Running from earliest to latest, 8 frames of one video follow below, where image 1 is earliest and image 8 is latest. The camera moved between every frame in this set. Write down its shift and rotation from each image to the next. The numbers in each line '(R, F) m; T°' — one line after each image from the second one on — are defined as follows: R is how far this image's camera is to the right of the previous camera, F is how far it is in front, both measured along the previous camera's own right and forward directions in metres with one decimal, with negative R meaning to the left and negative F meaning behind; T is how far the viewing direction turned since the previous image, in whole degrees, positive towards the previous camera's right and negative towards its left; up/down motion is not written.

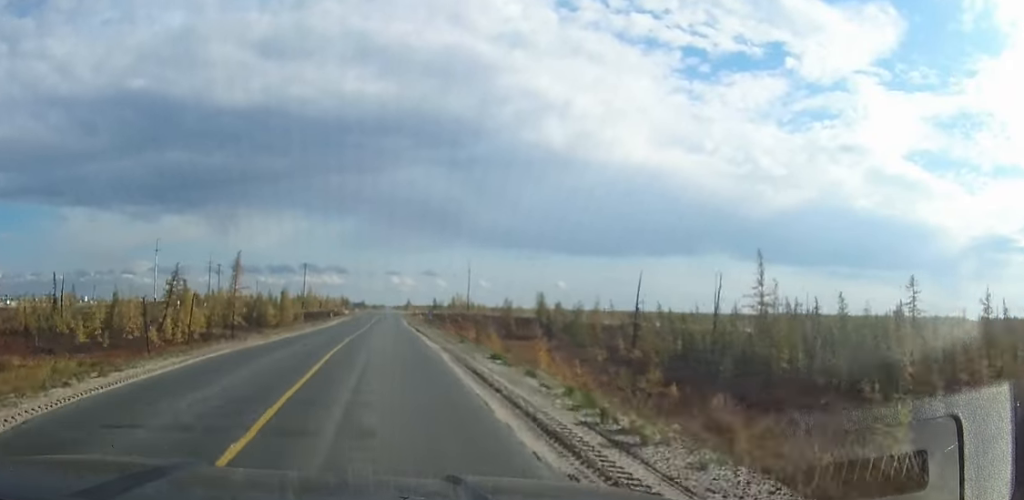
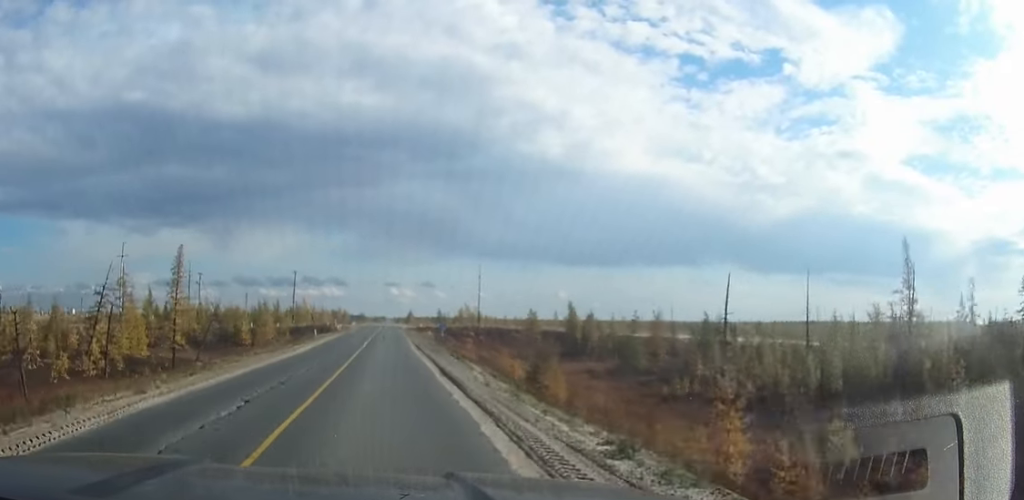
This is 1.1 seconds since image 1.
(0.0, +17.9) m; 0°
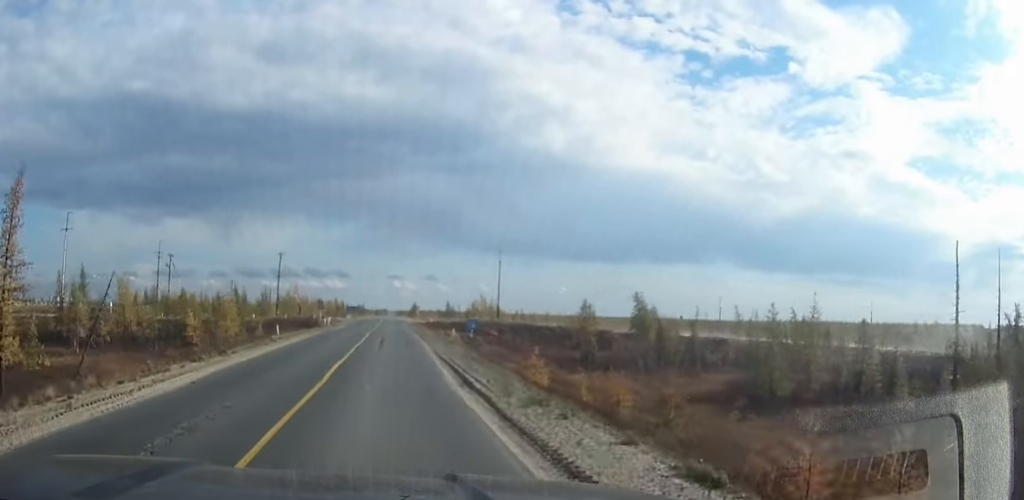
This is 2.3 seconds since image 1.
(0.0, +23.0) m; 0°
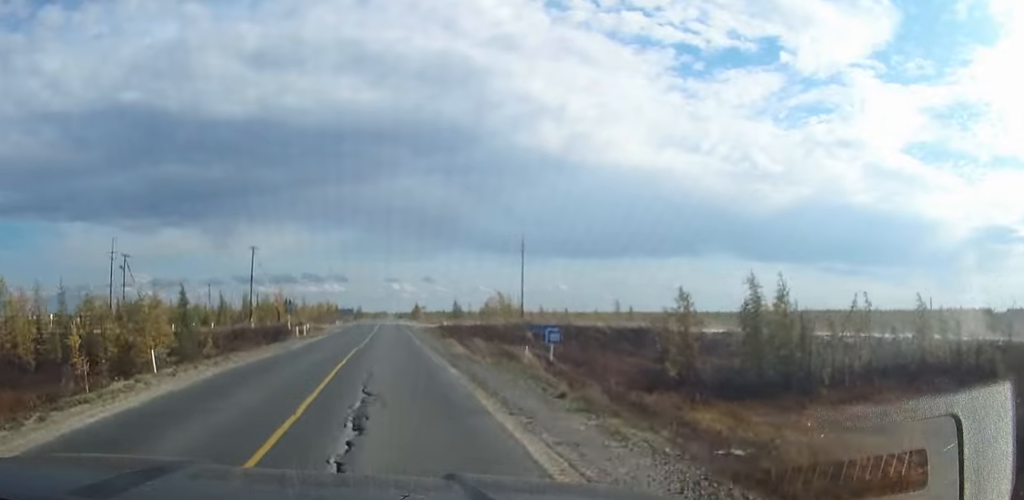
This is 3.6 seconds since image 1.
(0.0, +24.1) m; 0°
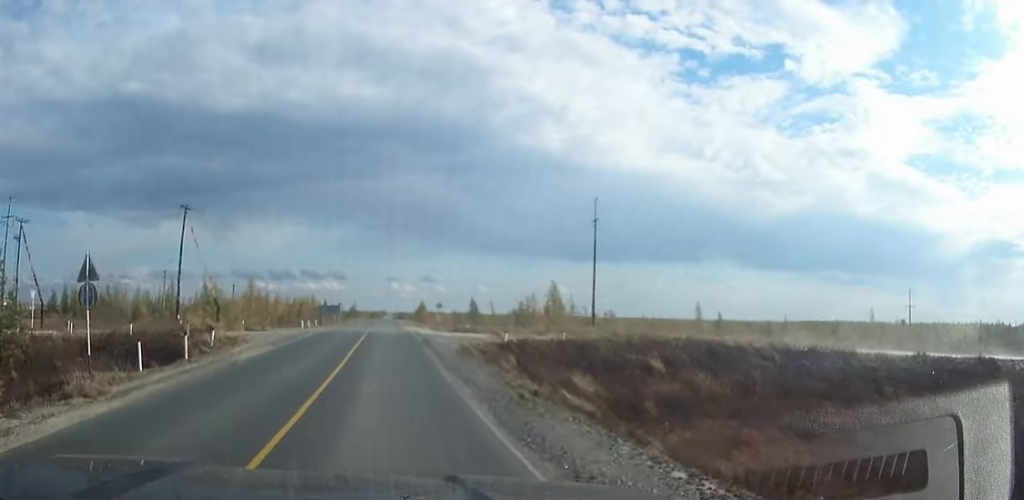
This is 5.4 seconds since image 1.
(0.0, +36.9) m; 0°
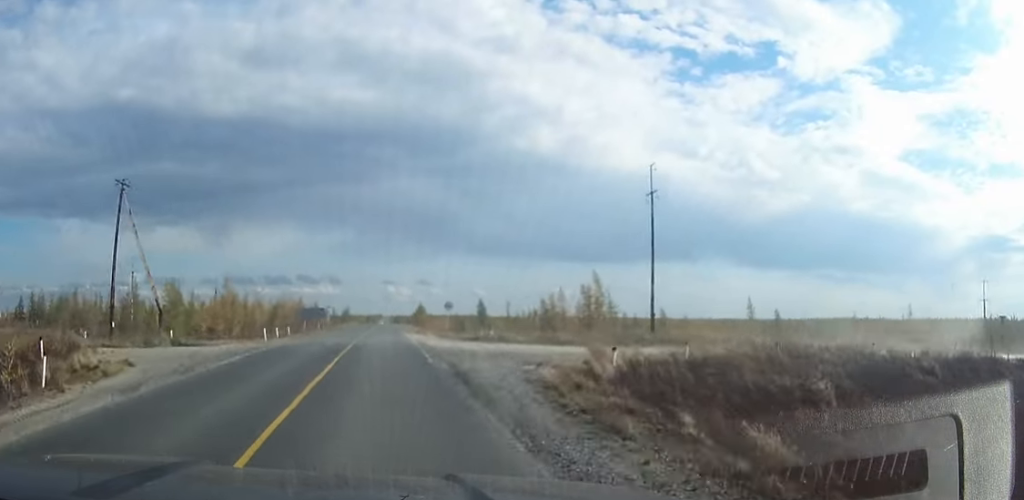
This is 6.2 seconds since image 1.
(0.0, +16.8) m; 0°
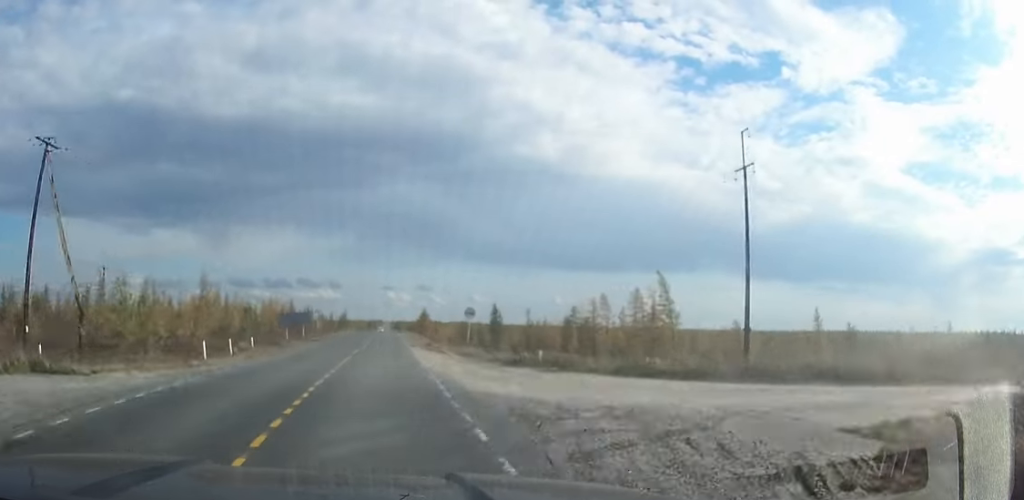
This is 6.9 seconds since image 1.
(0.0, +14.0) m; 0°
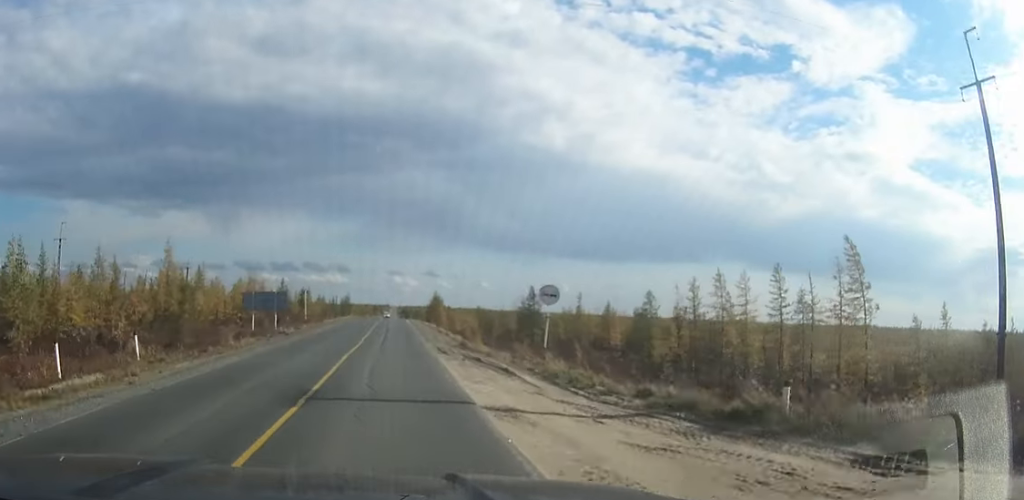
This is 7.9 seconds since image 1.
(-0.1, +18.6) m; 0°
